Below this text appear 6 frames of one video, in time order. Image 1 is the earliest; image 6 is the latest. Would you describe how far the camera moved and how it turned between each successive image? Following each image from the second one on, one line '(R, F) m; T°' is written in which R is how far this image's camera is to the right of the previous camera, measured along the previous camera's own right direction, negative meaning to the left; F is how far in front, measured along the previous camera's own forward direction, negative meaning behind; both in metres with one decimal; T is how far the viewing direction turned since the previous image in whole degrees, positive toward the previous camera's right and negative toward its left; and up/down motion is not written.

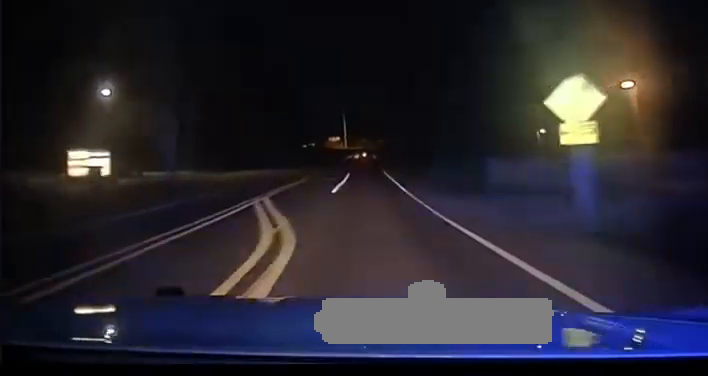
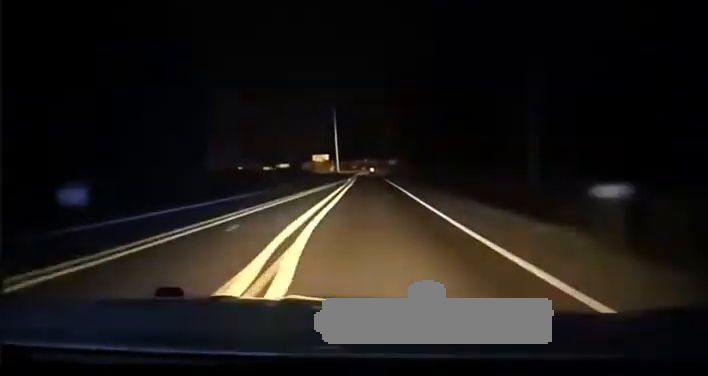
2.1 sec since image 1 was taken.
(-1.1, +77.9) m; -1°
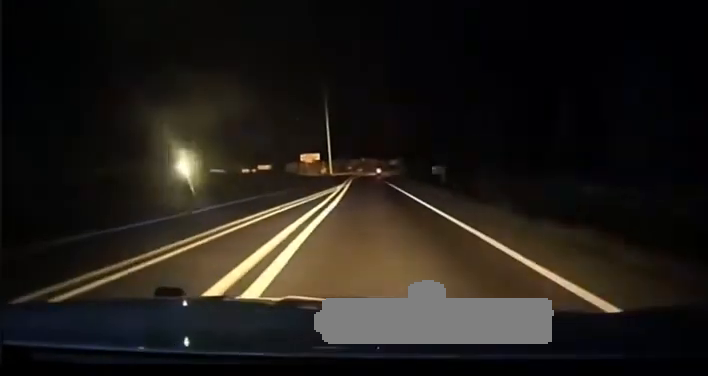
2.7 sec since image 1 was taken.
(+0.1, +24.4) m; 0°
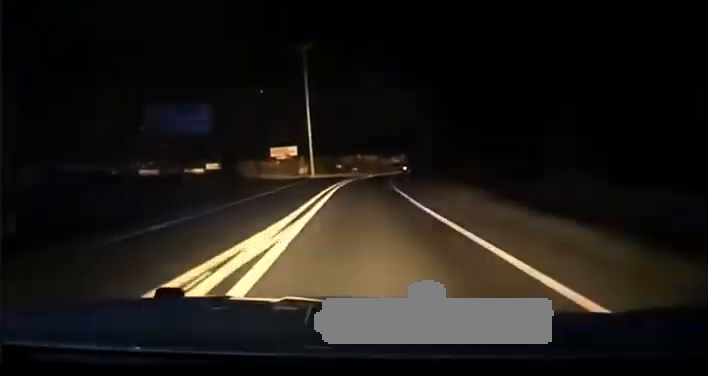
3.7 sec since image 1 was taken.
(-0.1, +39.1) m; 0°
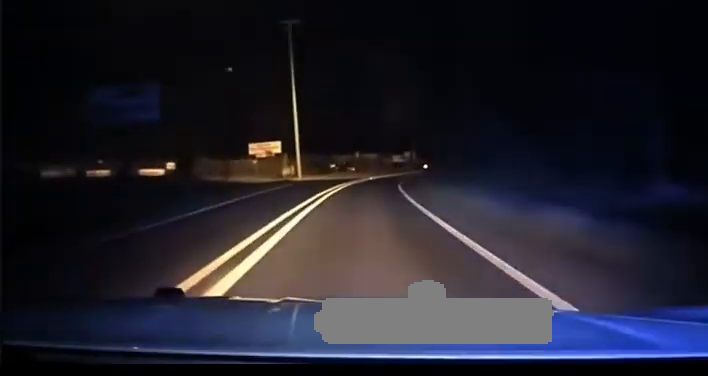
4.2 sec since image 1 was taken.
(0.0, +18.9) m; 0°
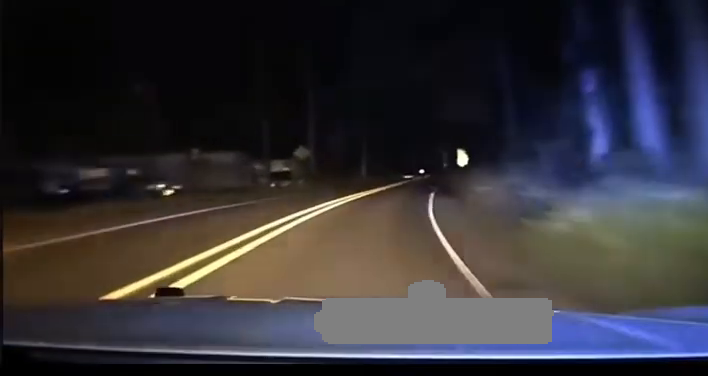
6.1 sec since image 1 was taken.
(+2.5, +72.8) m; +6°
